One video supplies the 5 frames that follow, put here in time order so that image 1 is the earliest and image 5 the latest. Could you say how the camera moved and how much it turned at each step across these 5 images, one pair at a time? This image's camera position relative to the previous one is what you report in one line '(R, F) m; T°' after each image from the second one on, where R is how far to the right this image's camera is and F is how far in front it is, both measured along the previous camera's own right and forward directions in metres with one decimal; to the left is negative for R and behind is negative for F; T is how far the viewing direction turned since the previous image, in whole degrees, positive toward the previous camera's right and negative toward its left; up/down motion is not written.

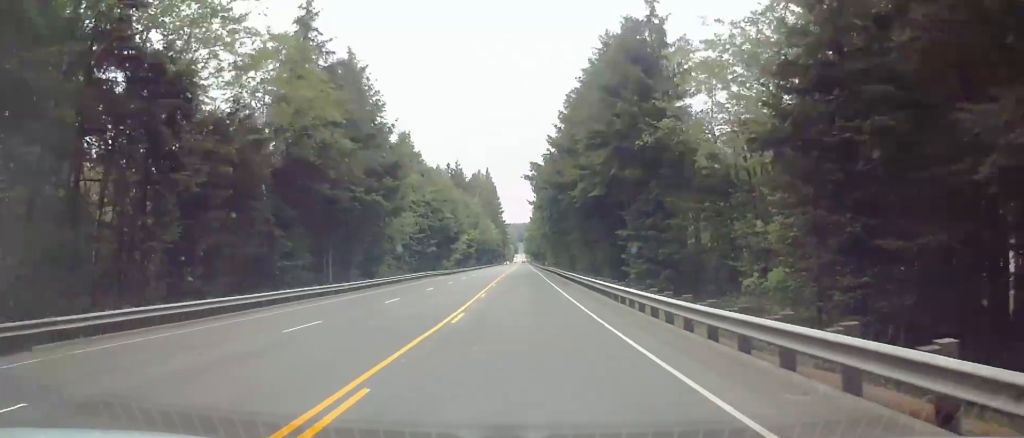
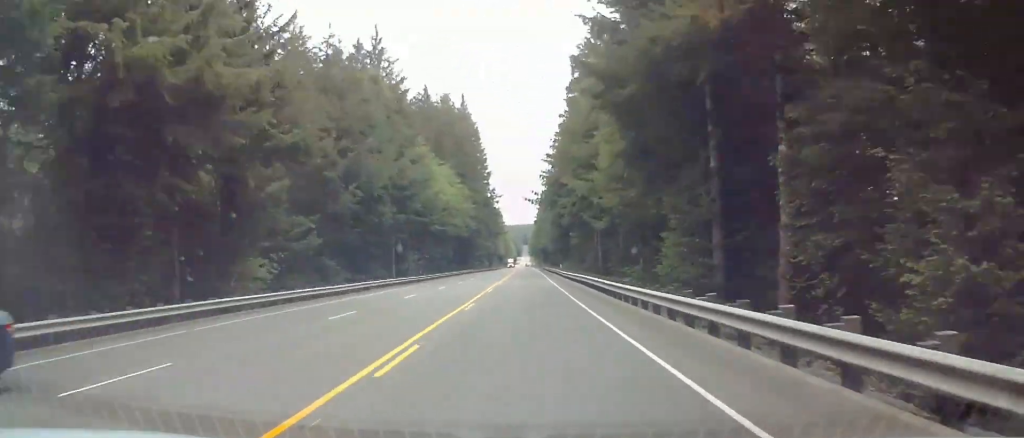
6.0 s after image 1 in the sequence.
(+0.1, +153.2) m; 0°
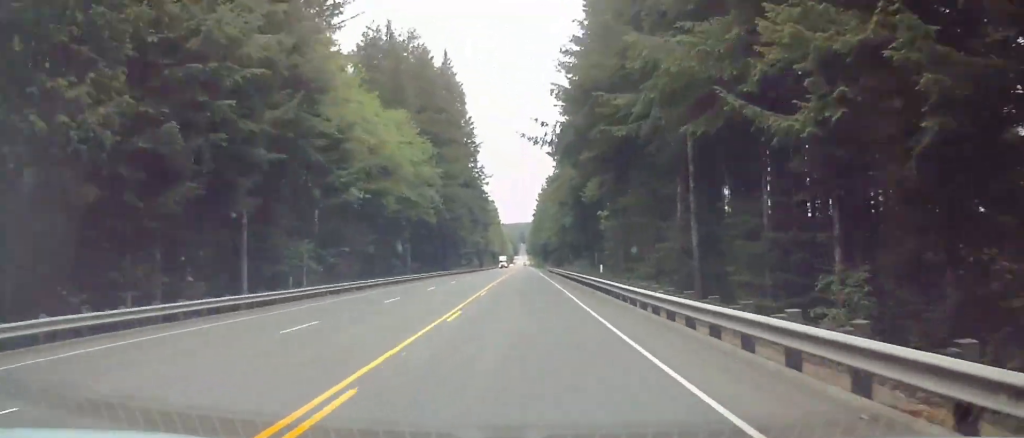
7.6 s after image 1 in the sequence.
(0.0, +40.4) m; 0°
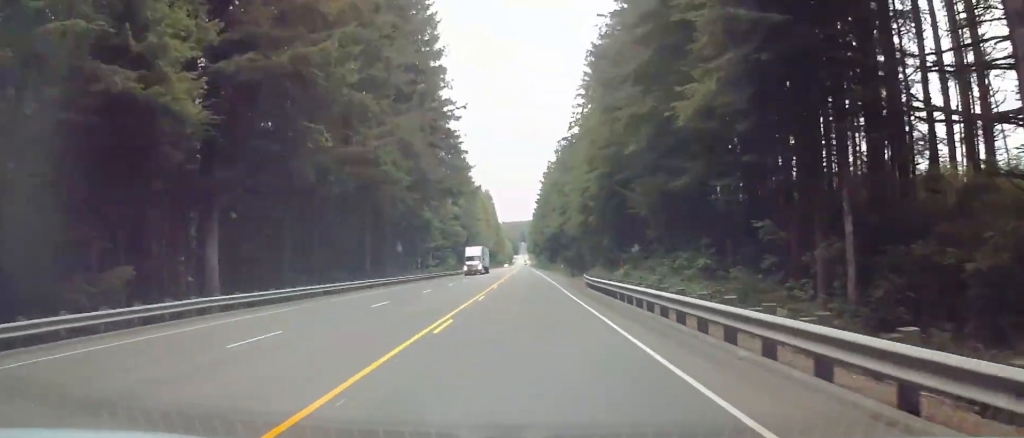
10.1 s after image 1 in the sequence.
(0.0, +63.8) m; 0°
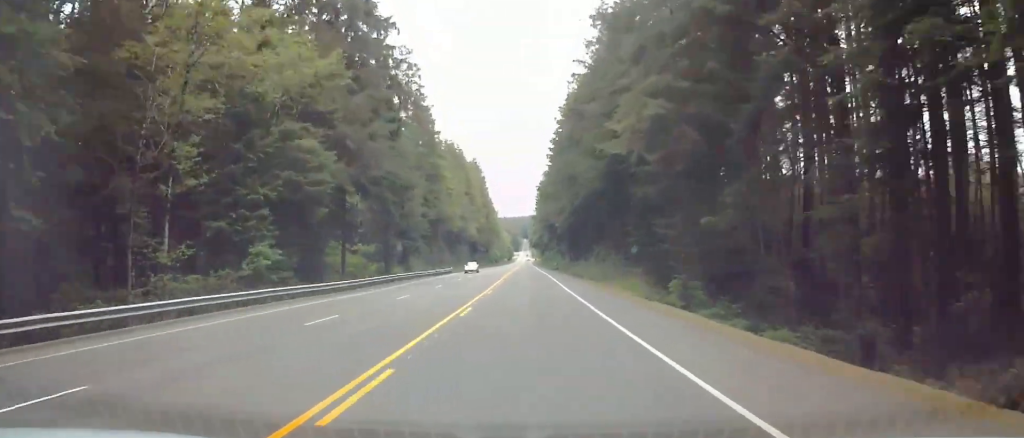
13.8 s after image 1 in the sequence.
(0.0, +92.5) m; 0°
